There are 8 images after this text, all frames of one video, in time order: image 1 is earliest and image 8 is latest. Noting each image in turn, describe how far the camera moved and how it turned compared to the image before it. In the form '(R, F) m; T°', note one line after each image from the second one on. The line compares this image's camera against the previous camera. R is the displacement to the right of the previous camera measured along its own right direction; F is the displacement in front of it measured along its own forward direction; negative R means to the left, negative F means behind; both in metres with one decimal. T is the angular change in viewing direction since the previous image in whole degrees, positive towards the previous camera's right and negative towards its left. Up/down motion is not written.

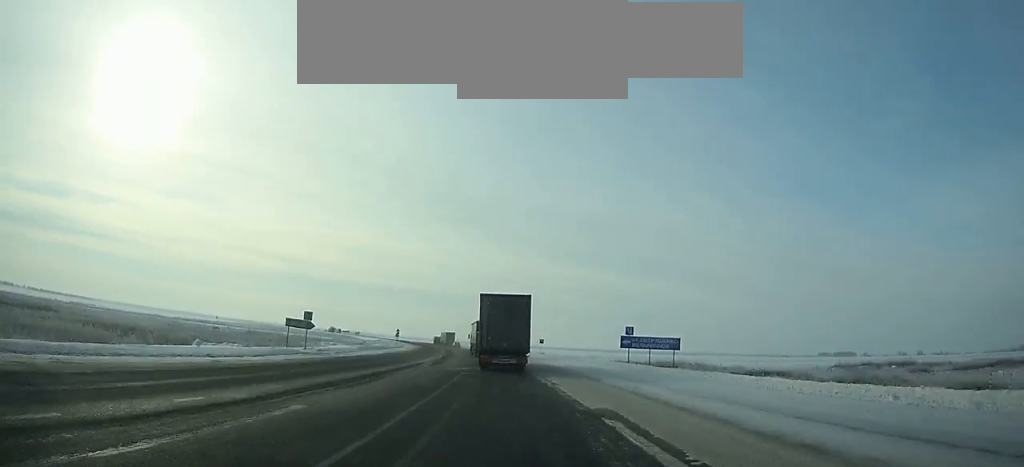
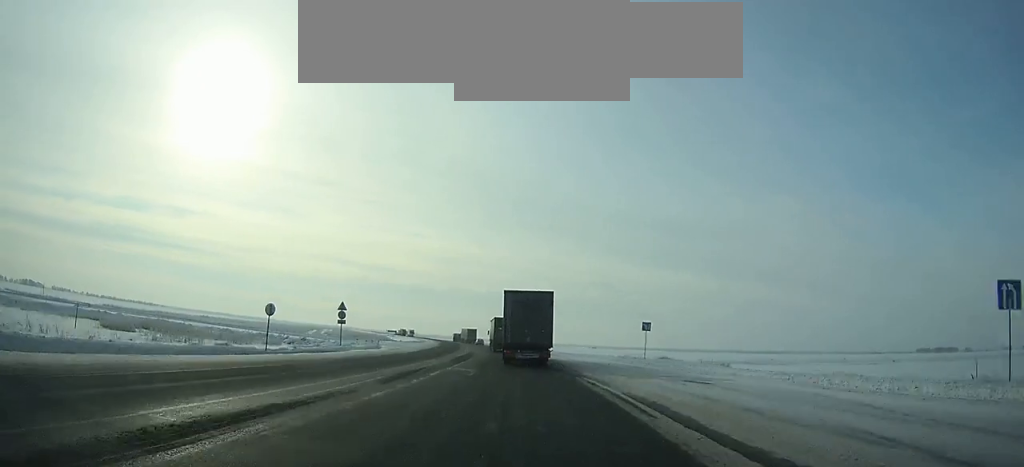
(-5.0, +86.7) m; -6°
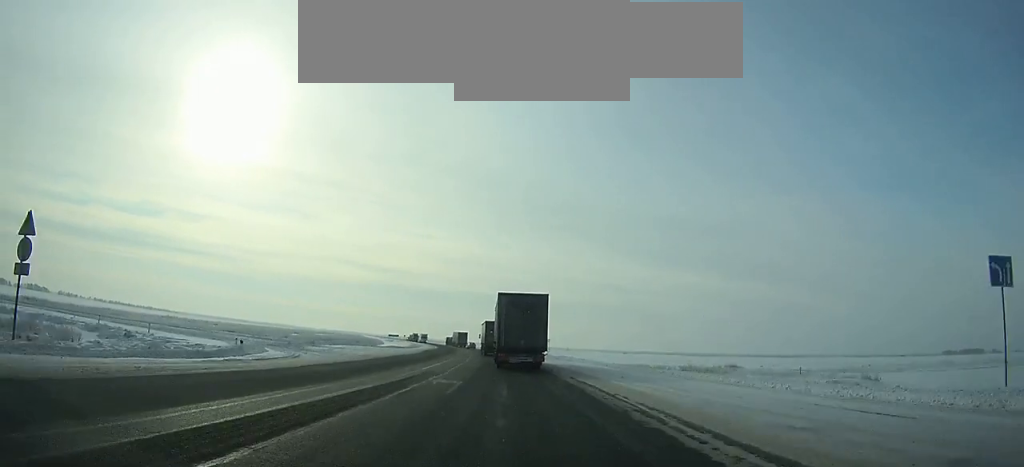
(-0.6, +35.8) m; -2°
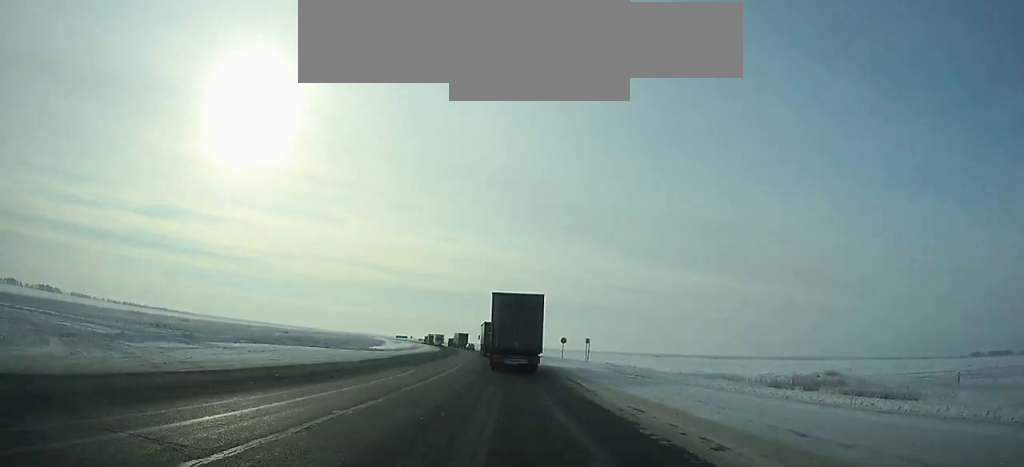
(-0.2, +28.5) m; -2°
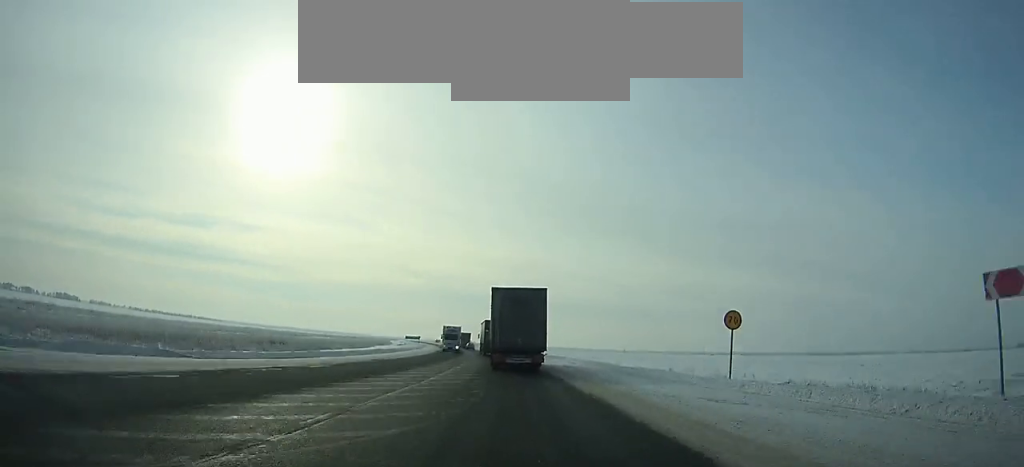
(-1.5, +47.8) m; -3°
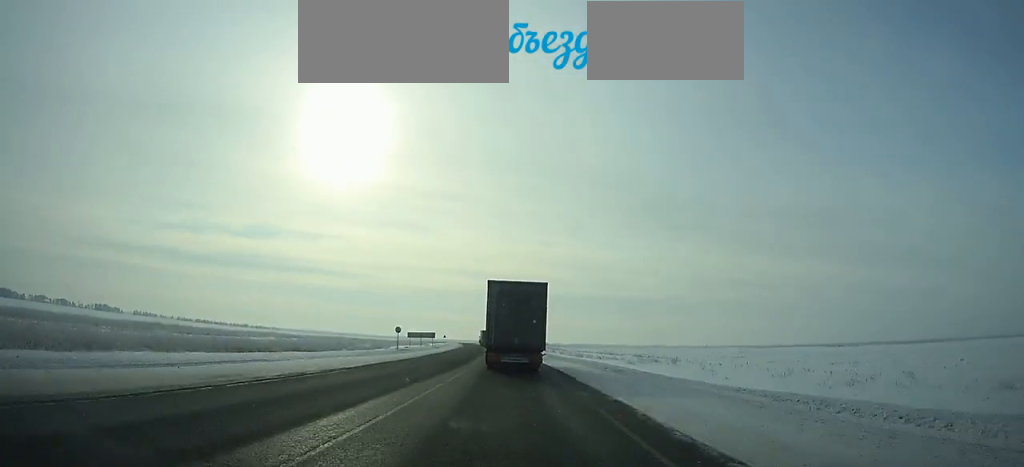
(-6.1, +105.3) m; -6°
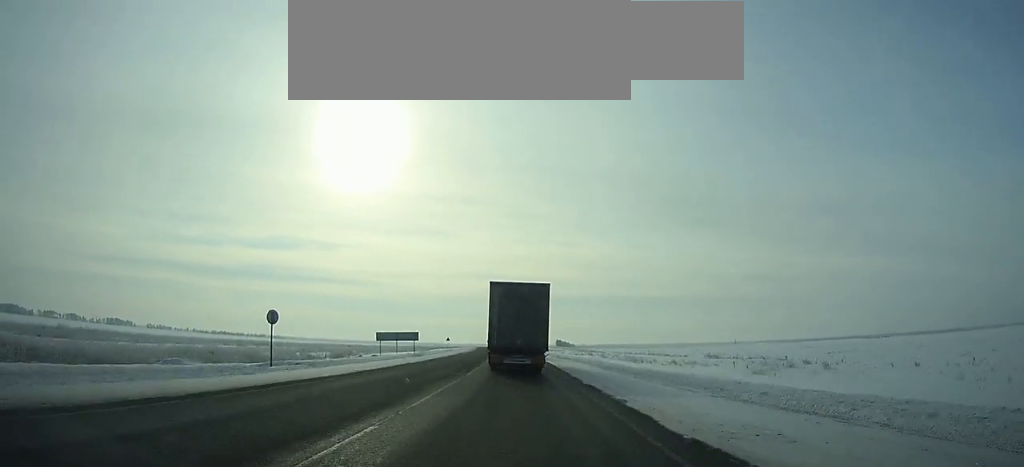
(-0.4, +38.3) m; -2°
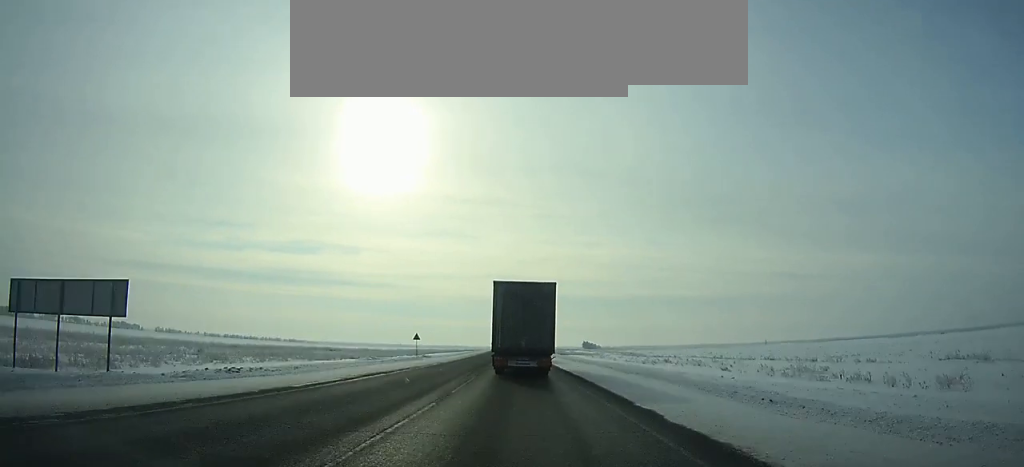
(-1.1, +55.4) m; -2°
